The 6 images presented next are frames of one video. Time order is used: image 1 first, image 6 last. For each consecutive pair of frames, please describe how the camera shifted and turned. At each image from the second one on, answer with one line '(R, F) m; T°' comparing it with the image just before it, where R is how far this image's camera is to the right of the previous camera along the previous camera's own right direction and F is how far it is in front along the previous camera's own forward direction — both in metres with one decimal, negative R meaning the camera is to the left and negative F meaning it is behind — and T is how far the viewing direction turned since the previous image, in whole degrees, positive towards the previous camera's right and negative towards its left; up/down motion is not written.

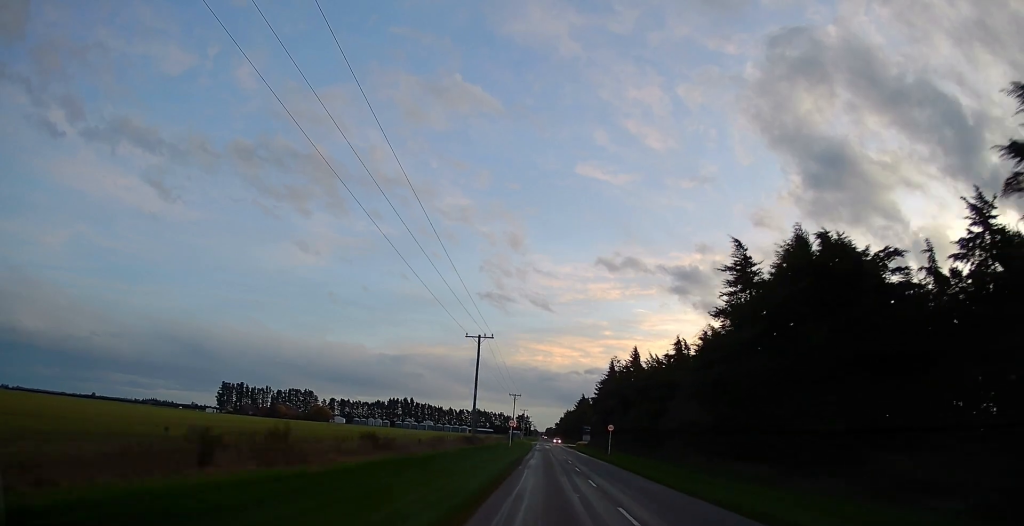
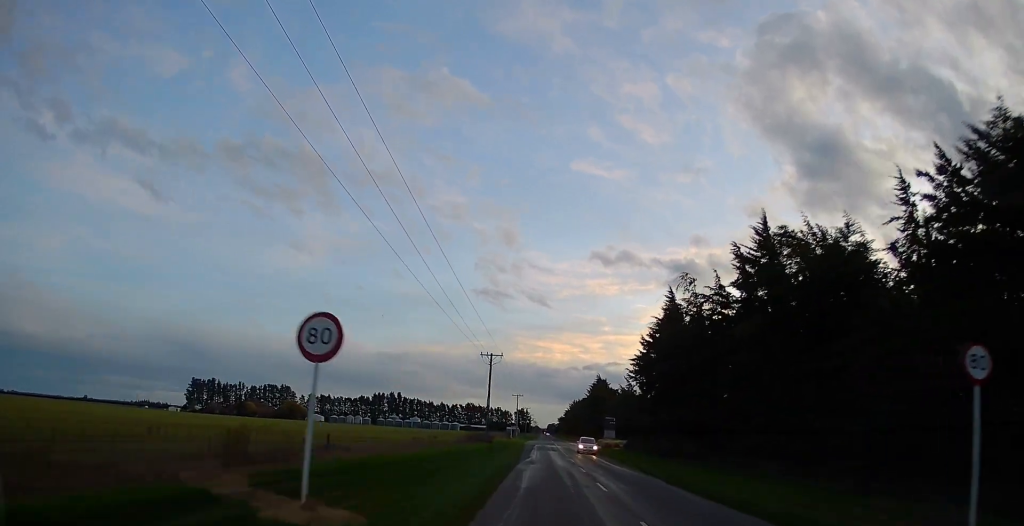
(-0.8, +61.9) m; -1°
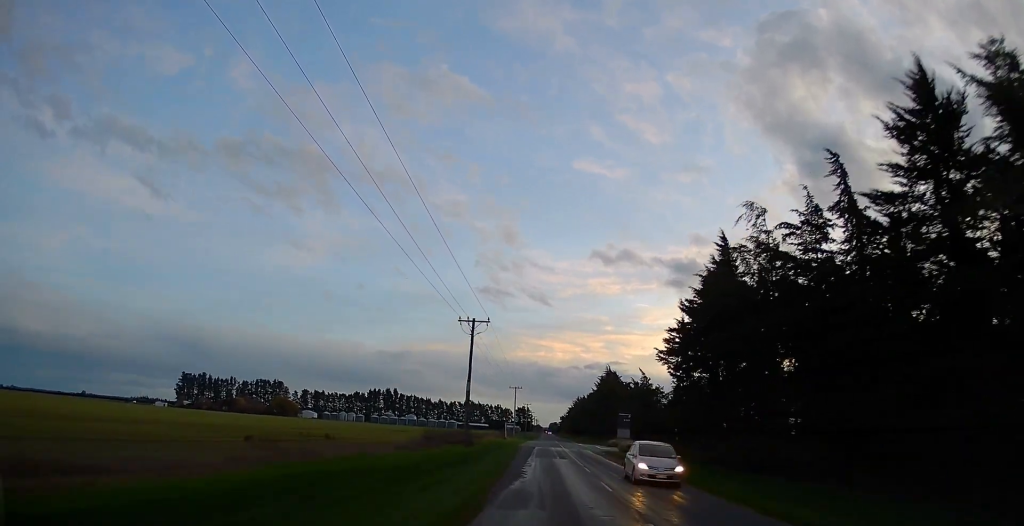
(-0.1, +20.2) m; -1°
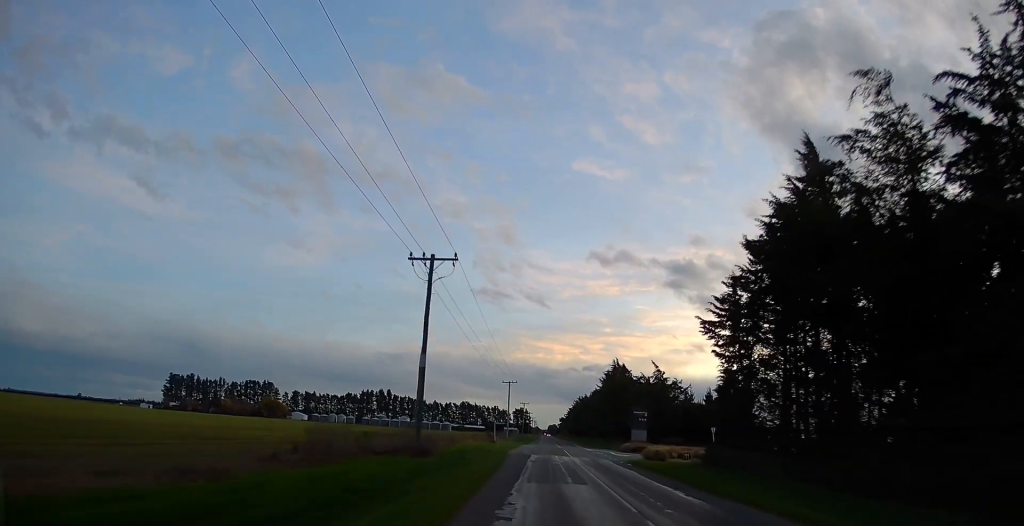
(-0.2, +18.4) m; 0°
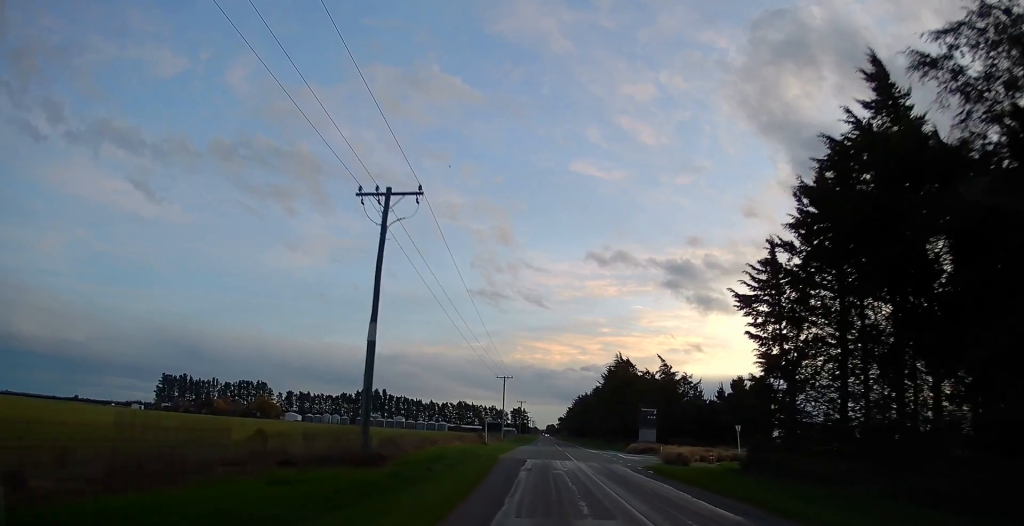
(-0.2, +9.3) m; 0°
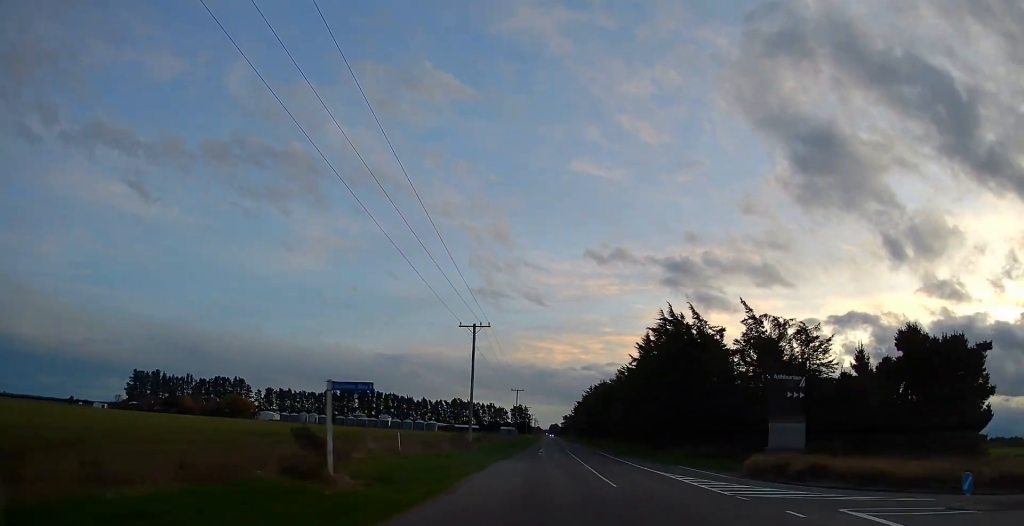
(+1.3, +46.7) m; 0°
